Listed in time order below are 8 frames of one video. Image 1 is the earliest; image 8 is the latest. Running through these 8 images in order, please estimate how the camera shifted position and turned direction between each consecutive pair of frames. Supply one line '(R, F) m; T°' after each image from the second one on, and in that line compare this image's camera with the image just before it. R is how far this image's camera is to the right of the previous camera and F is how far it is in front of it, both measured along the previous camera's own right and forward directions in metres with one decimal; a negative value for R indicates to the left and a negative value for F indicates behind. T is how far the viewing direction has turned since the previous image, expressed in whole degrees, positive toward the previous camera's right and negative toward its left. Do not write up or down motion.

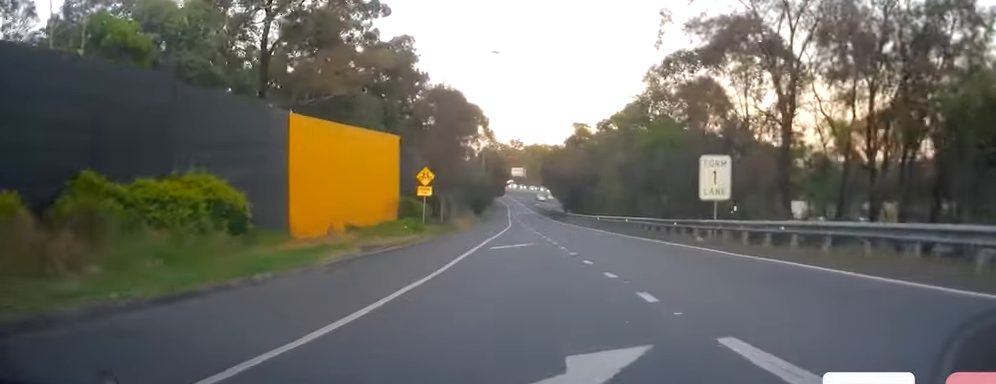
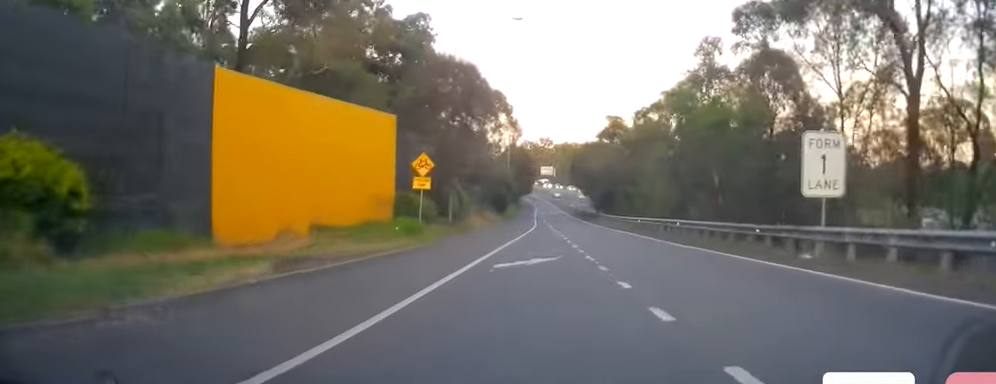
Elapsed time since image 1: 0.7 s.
(-0.7, +9.3) m; -6°
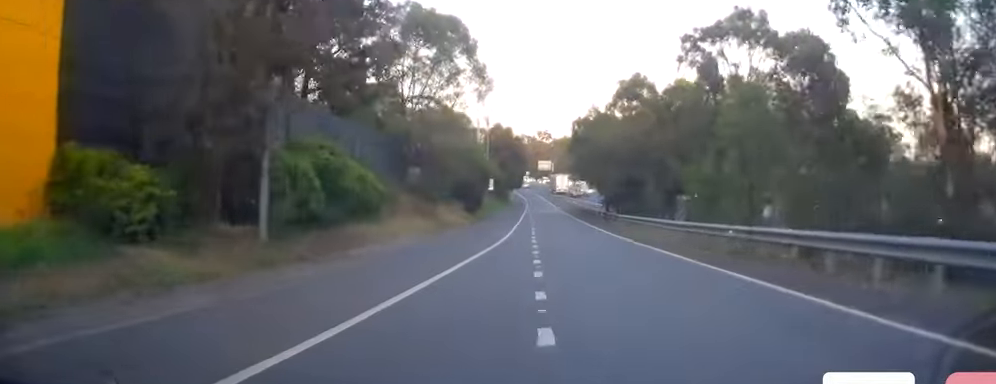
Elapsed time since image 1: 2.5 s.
(-2.0, +27.5) m; -4°
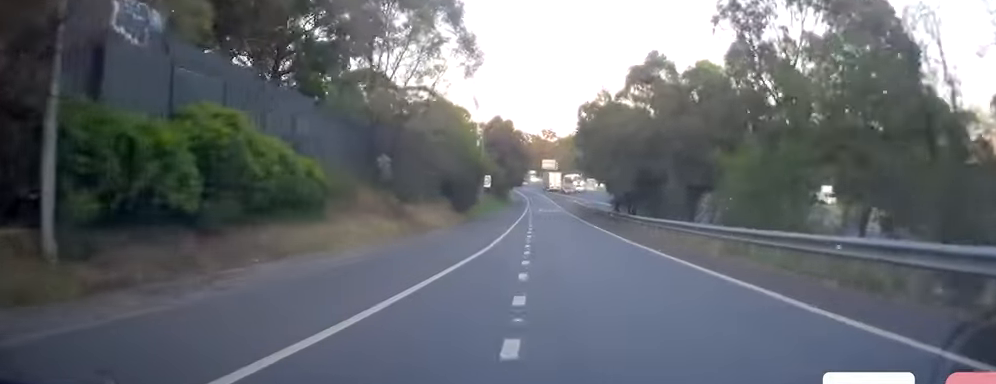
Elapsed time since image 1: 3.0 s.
(0.0, +8.0) m; +1°
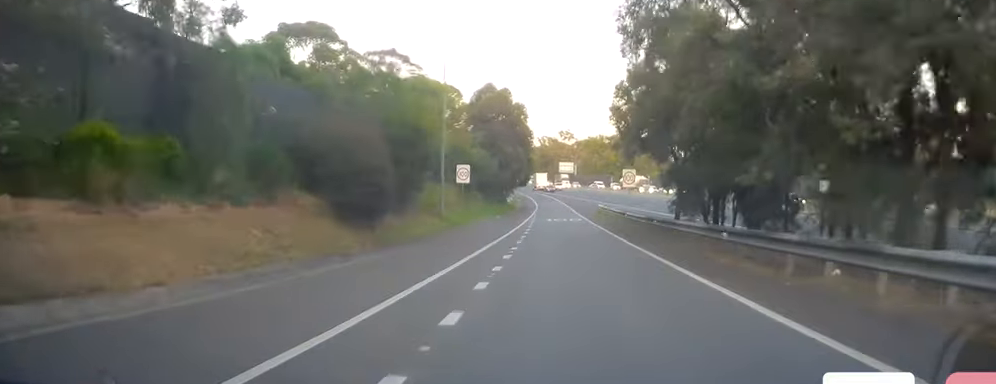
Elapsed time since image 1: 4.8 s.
(+0.8, +29.8) m; +1°
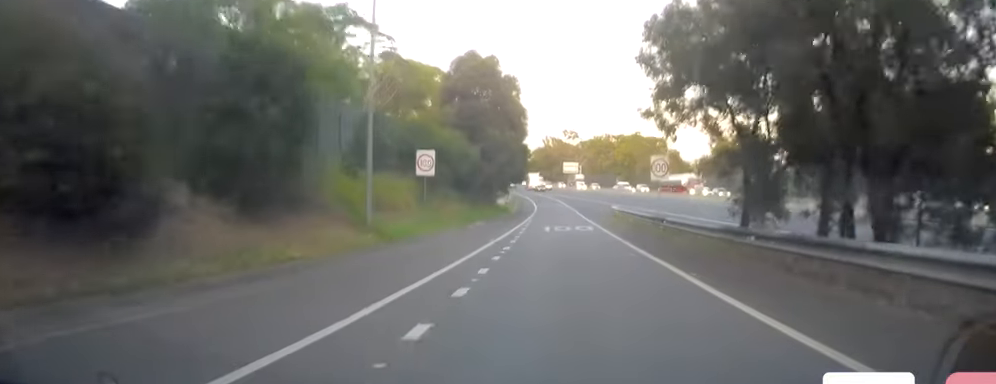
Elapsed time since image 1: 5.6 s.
(-0.1, +14.5) m; 0°
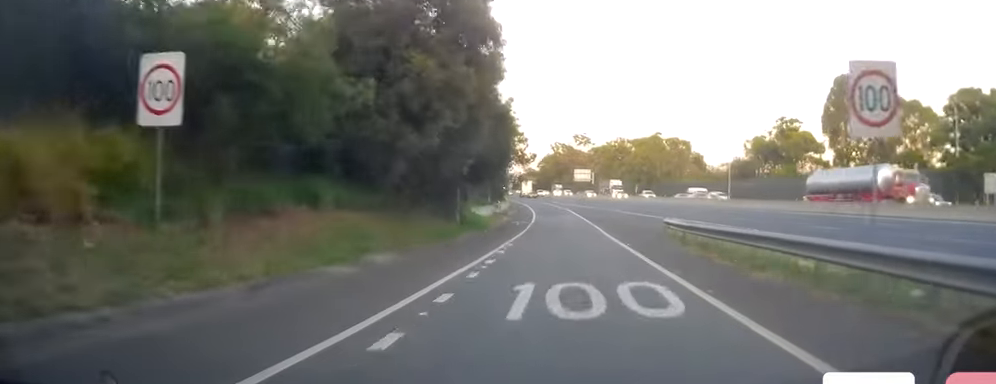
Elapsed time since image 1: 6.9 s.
(0.0, +24.0) m; +1°
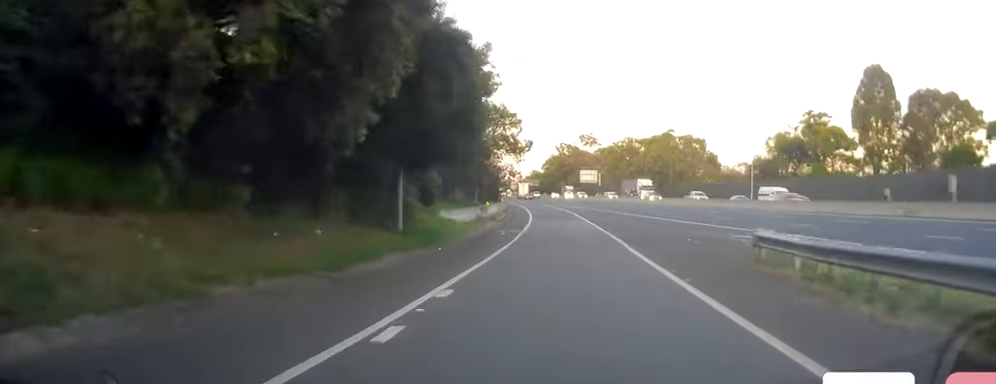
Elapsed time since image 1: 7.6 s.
(+0.1, +13.1) m; 0°
